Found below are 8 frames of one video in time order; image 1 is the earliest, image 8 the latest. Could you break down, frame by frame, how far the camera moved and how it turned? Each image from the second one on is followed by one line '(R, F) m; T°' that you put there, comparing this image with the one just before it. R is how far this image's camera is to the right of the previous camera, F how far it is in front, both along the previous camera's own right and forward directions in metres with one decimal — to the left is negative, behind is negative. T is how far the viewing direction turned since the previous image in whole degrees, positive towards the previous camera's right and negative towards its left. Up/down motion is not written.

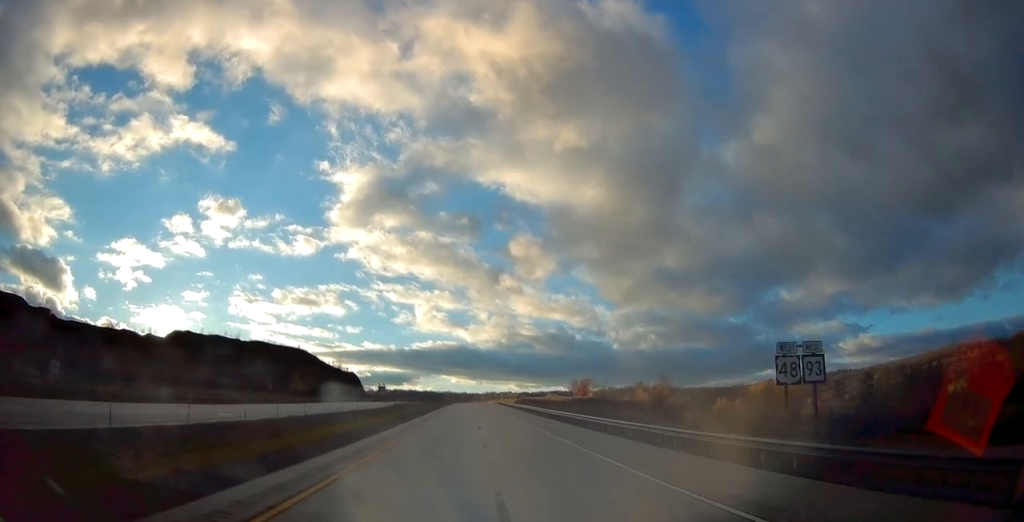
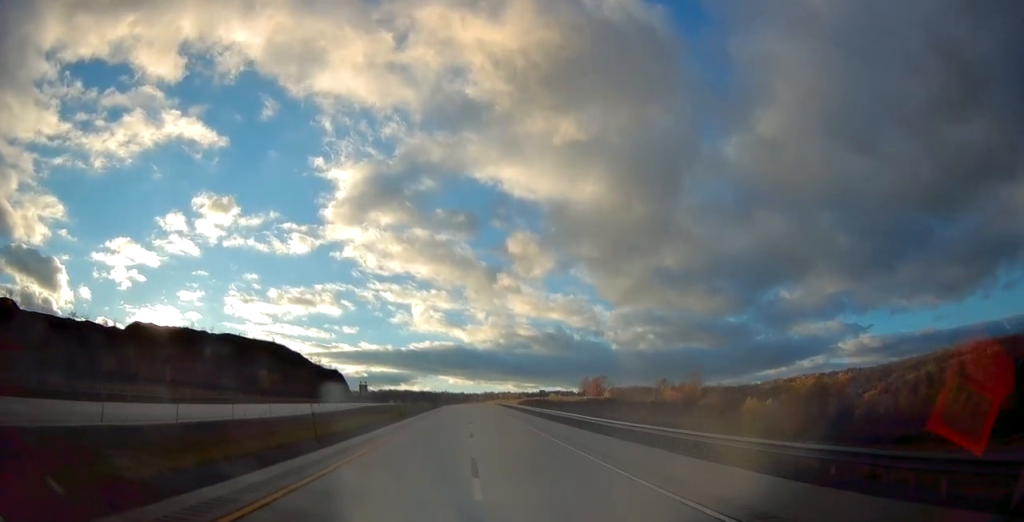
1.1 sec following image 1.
(+0.1, +31.0) m; 0°
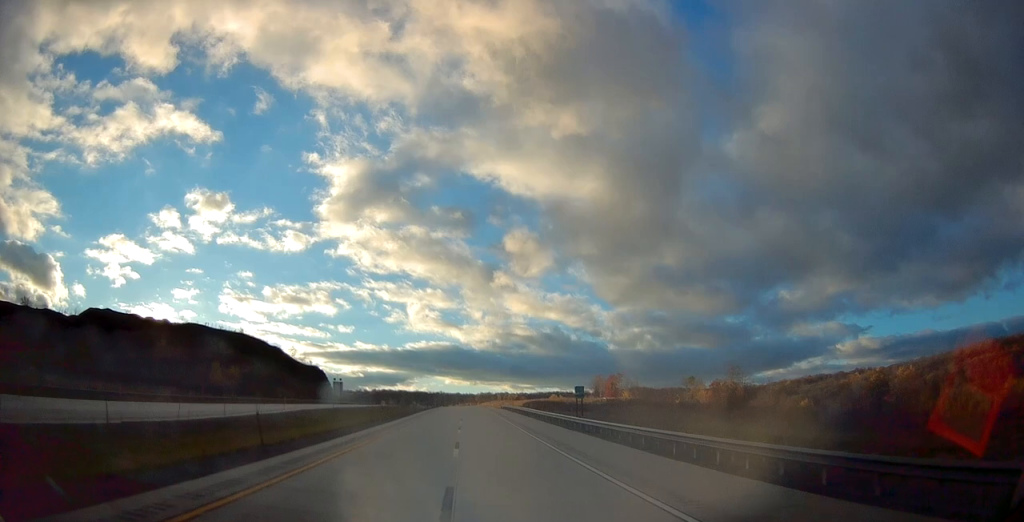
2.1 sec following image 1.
(0.0, +28.8) m; 0°
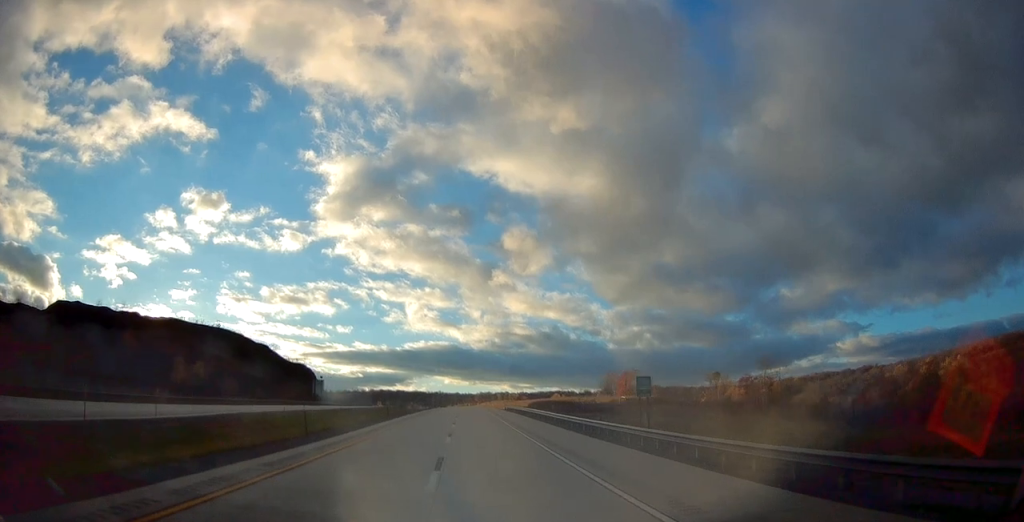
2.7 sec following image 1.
(-0.1, +18.2) m; 0°
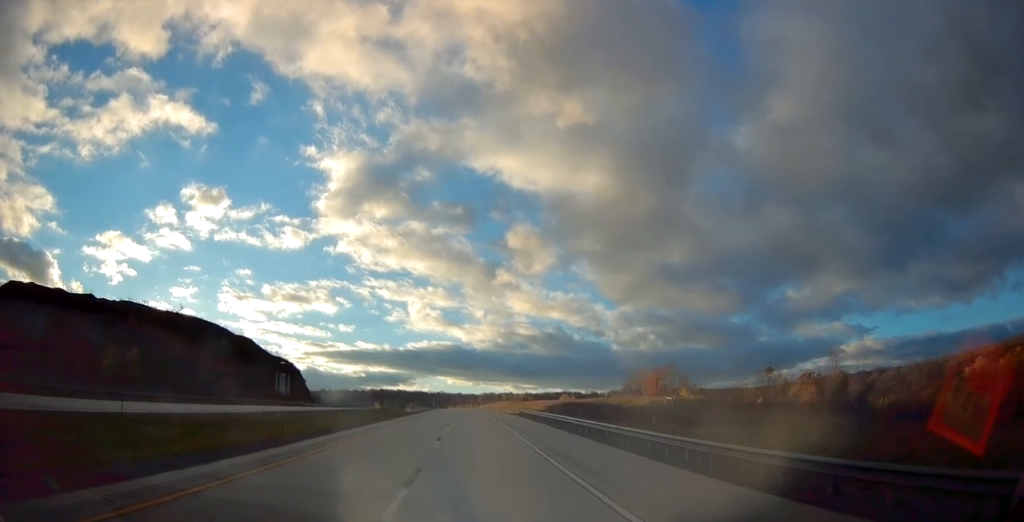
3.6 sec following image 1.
(+0.2, +26.8) m; 0°
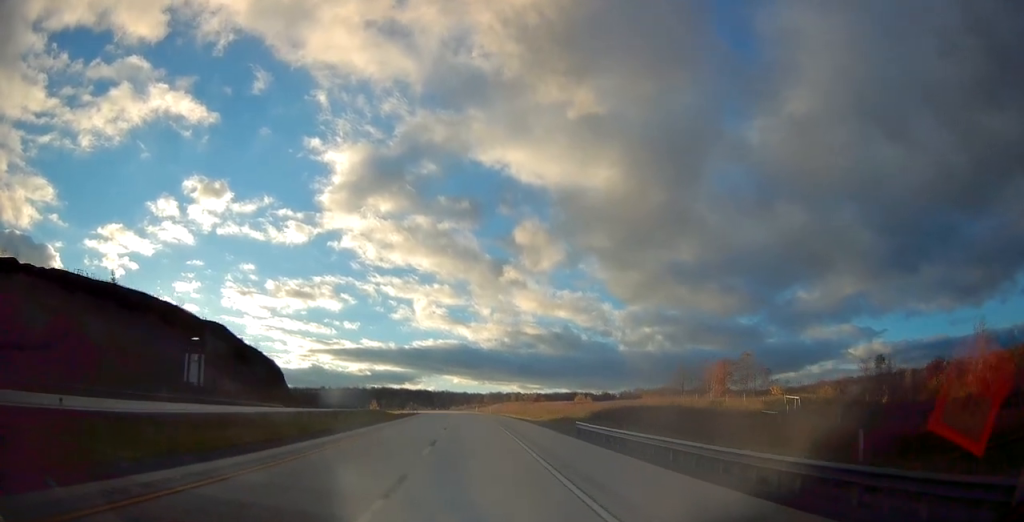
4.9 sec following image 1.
(-0.2, +37.2) m; -1°
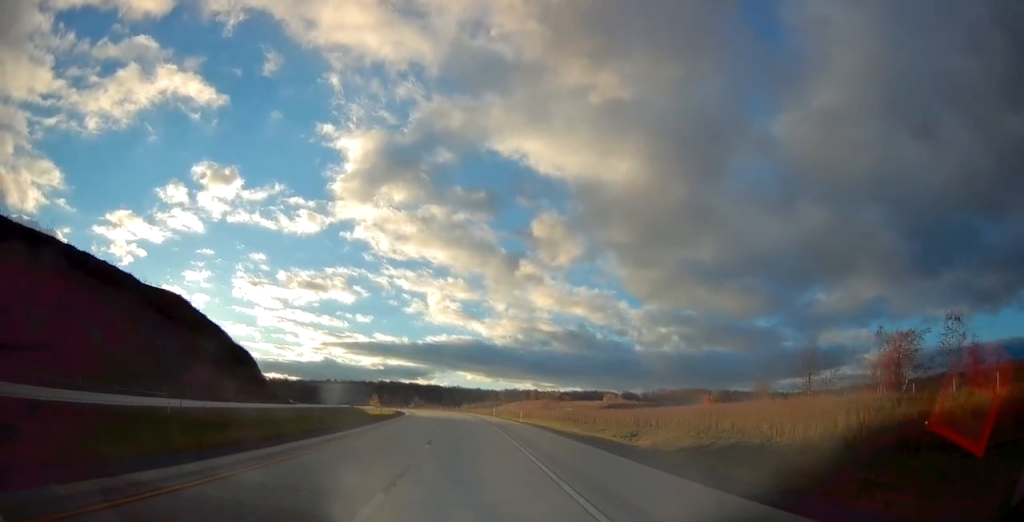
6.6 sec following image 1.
(-0.6, +47.4) m; -1°
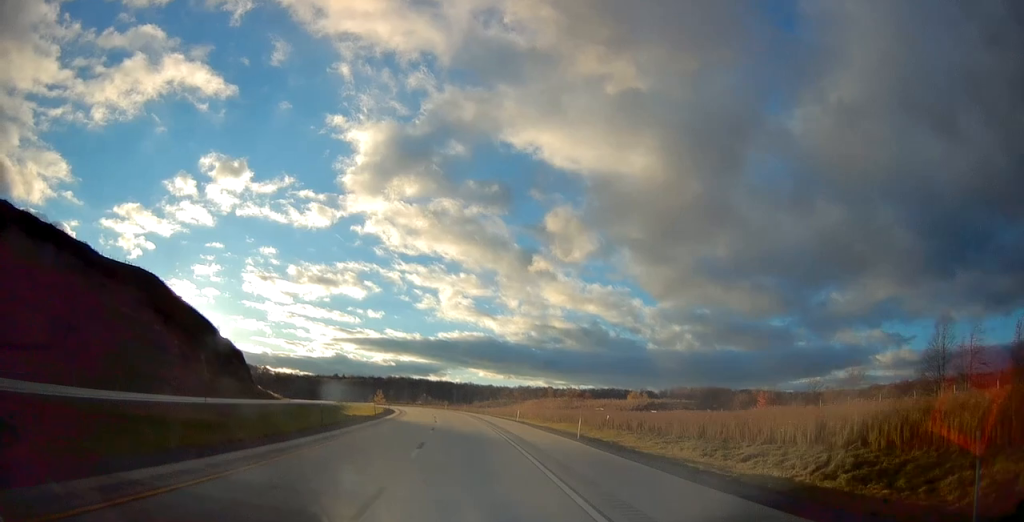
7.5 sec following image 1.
(-0.2, +26.7) m; -1°
